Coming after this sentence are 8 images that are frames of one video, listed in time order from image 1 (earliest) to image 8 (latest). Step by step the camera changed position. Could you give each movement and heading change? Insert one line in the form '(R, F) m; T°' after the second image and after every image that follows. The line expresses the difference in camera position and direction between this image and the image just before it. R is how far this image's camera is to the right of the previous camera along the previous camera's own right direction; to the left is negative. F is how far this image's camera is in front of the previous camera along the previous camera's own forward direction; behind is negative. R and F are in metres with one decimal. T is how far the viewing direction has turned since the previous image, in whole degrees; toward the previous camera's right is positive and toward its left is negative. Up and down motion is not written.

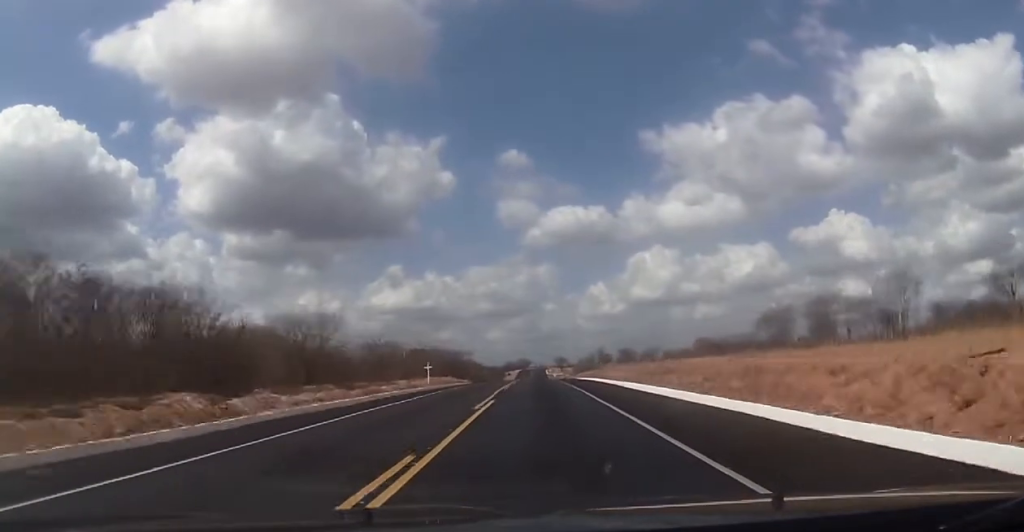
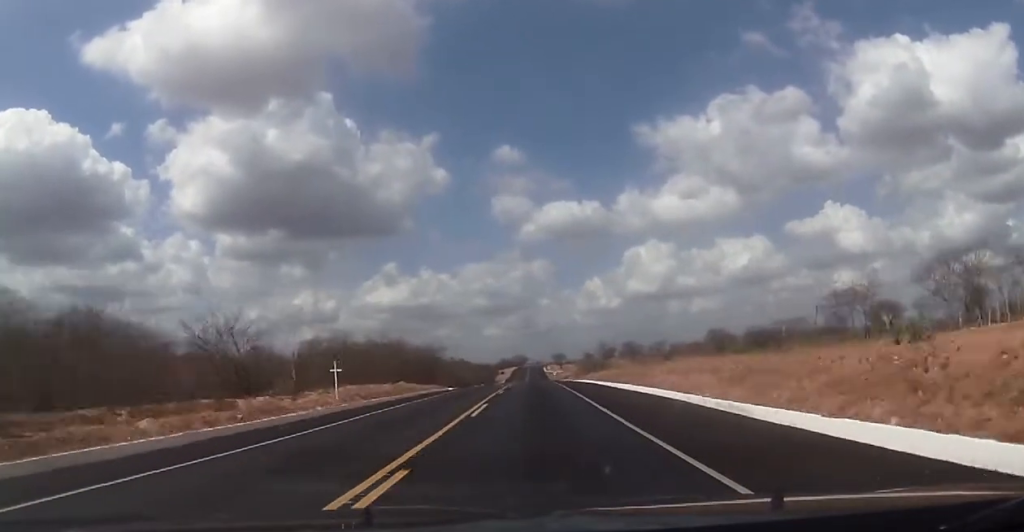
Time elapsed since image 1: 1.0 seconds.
(-0.4, +28.9) m; -1°
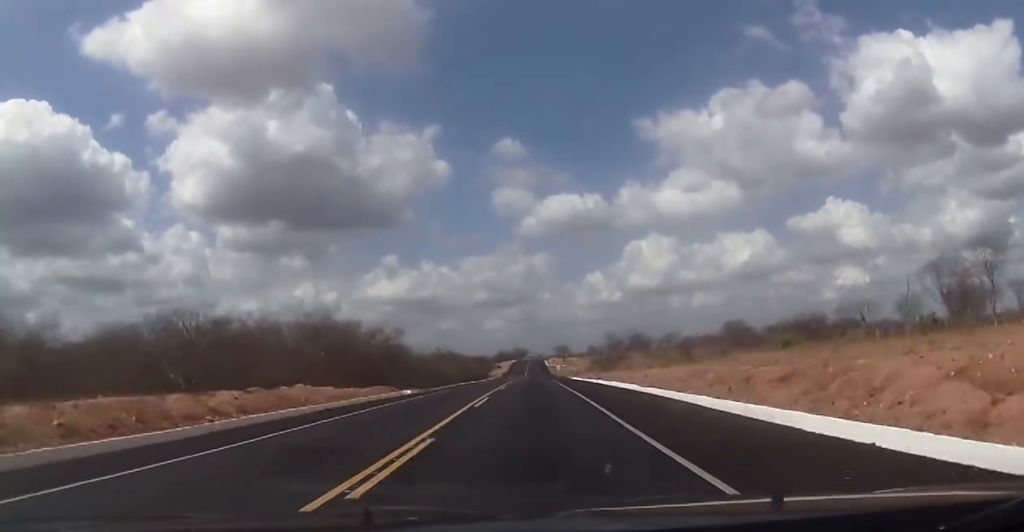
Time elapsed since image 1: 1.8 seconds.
(-0.1, +25.7) m; +1°
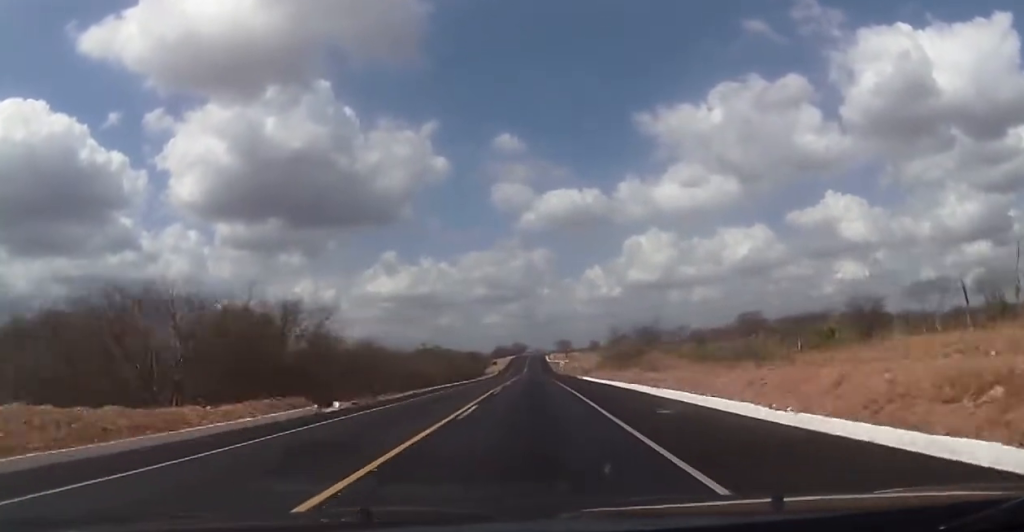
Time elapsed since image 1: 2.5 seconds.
(+0.1, +19.8) m; 0°
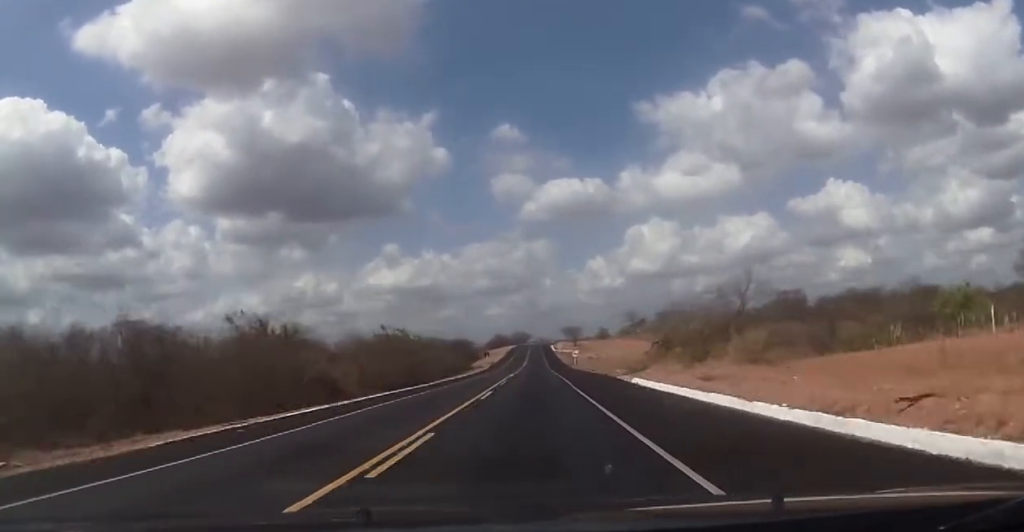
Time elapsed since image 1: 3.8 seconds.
(0.0, +37.6) m; 0°
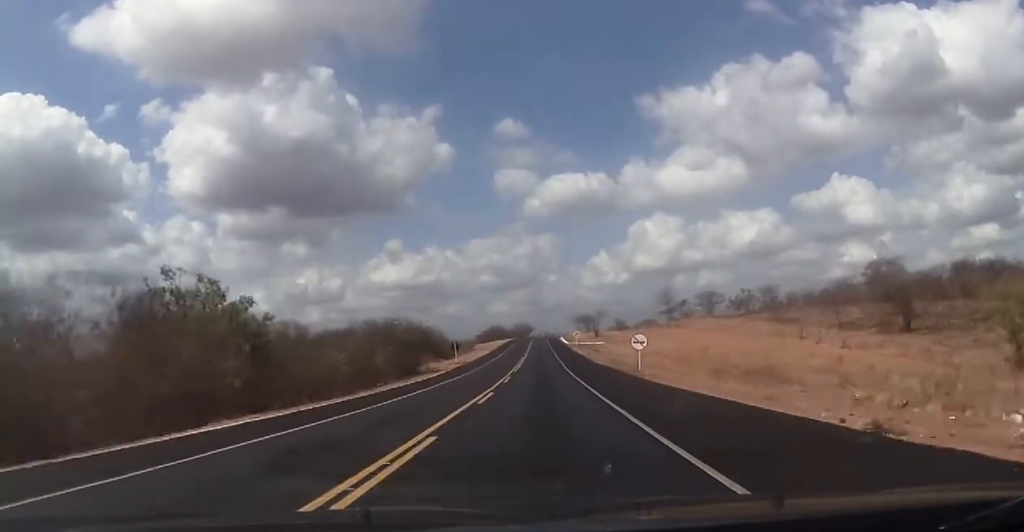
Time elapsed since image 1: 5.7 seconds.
(0.0, +58.8) m; -1°
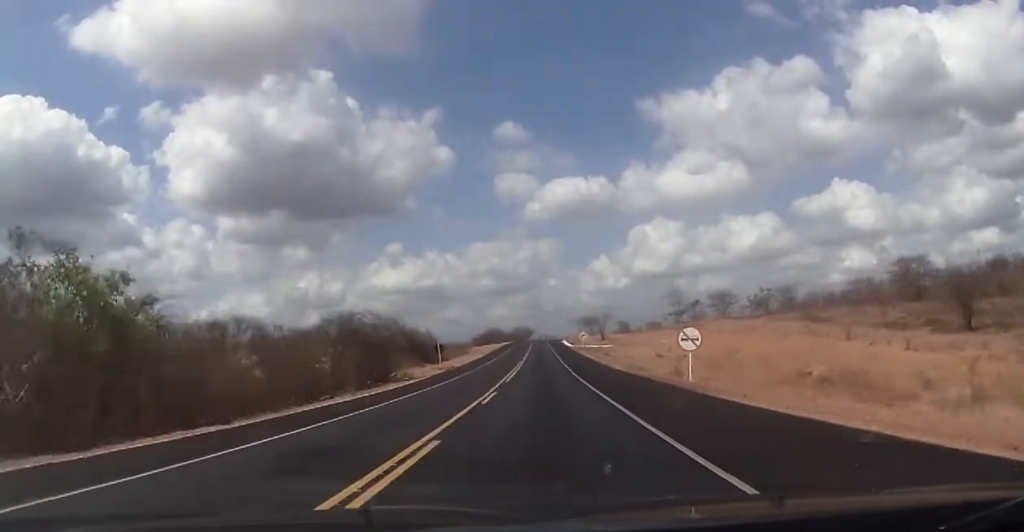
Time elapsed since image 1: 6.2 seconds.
(-0.1, +13.0) m; 0°
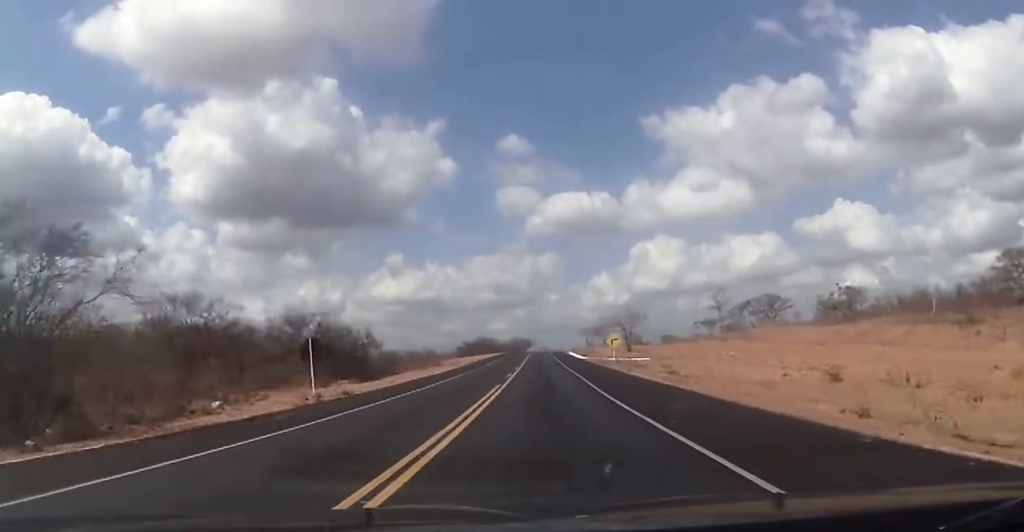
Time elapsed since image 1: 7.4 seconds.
(0.0, +37.4) m; 0°
